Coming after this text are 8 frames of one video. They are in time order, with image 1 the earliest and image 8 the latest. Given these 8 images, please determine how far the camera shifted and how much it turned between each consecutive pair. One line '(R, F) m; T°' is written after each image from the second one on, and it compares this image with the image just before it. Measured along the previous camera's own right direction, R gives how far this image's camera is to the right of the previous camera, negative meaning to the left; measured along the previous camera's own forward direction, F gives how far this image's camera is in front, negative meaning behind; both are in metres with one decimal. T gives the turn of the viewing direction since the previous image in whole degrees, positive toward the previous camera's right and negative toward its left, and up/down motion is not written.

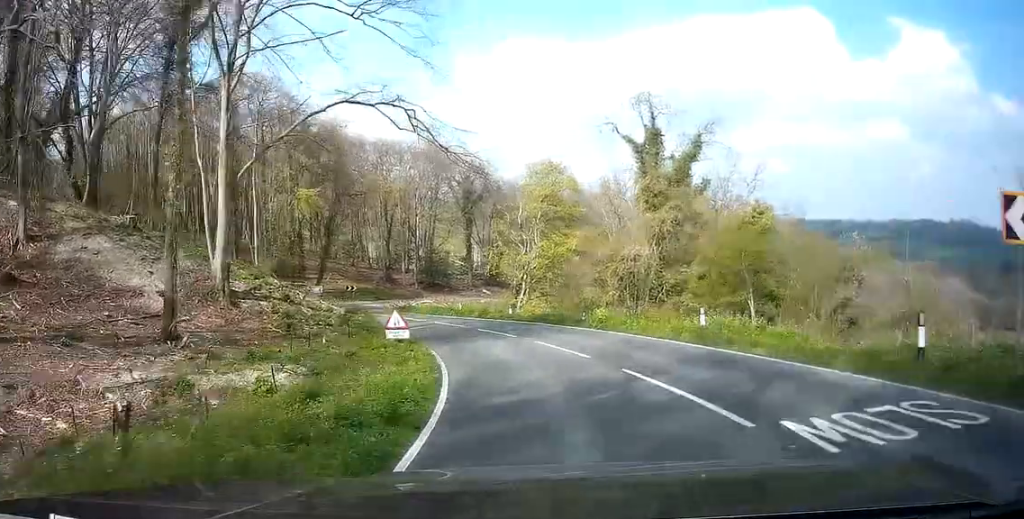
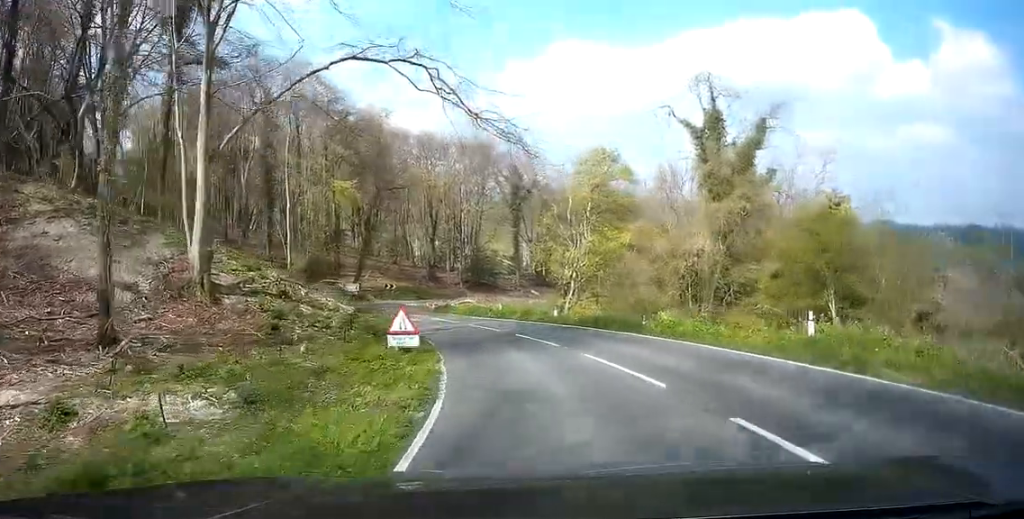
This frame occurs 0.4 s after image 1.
(0.0, +6.0) m; -5°
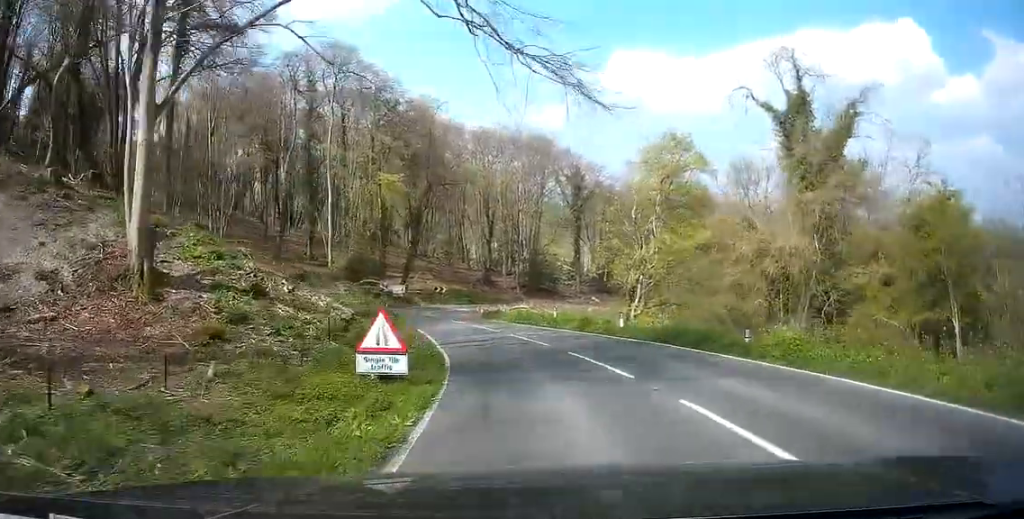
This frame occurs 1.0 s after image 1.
(-0.2, +7.2) m; -6°
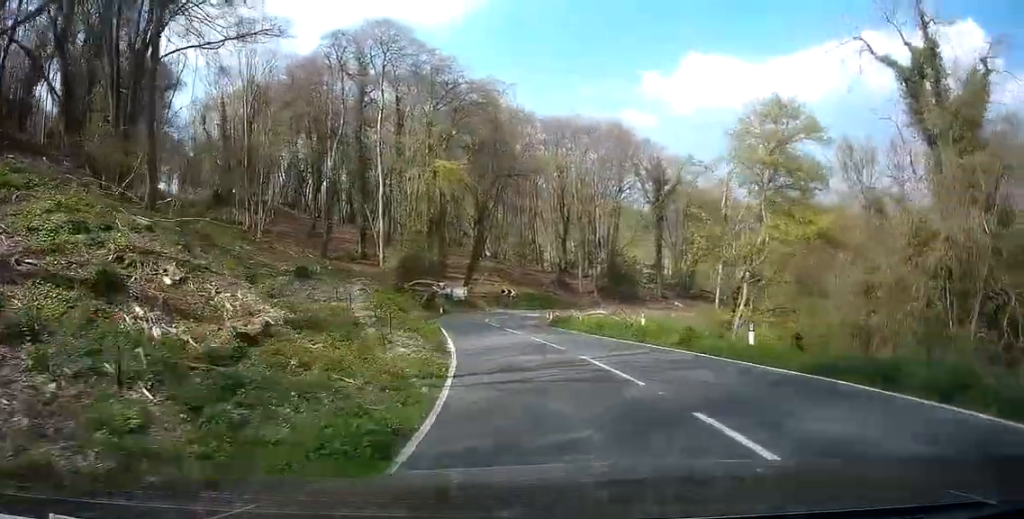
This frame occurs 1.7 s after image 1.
(-1.1, +10.5) m; -8°
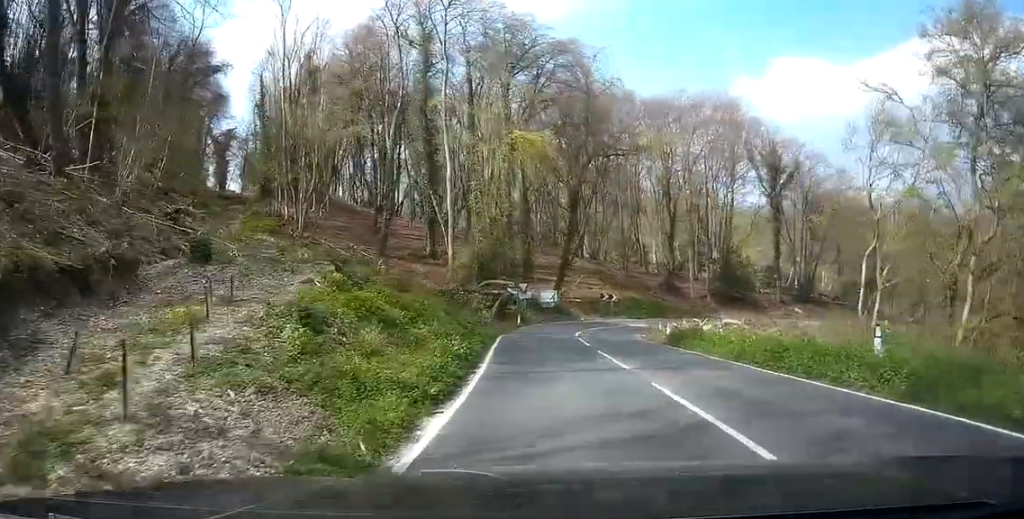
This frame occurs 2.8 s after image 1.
(-0.9, +15.8) m; -12°
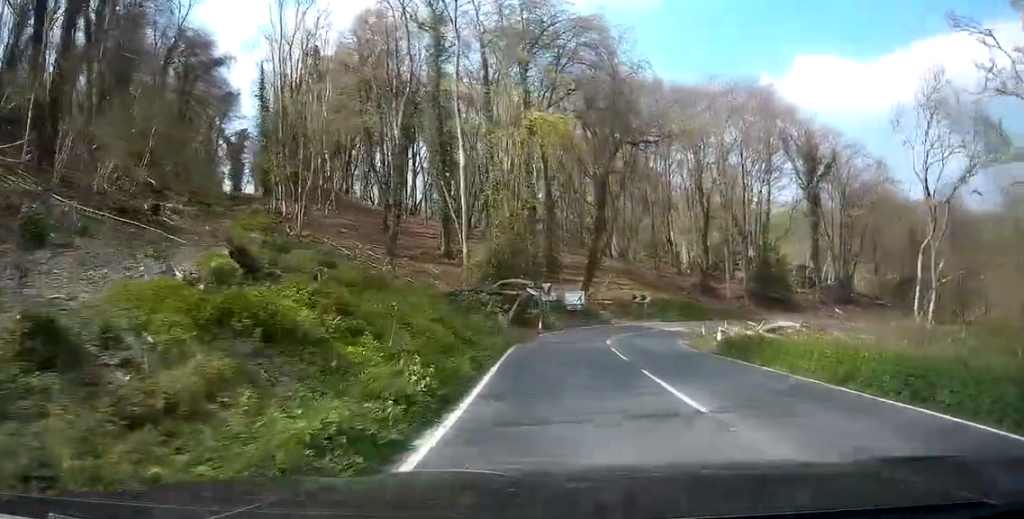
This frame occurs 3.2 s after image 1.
(-1.0, +7.0) m; -5°
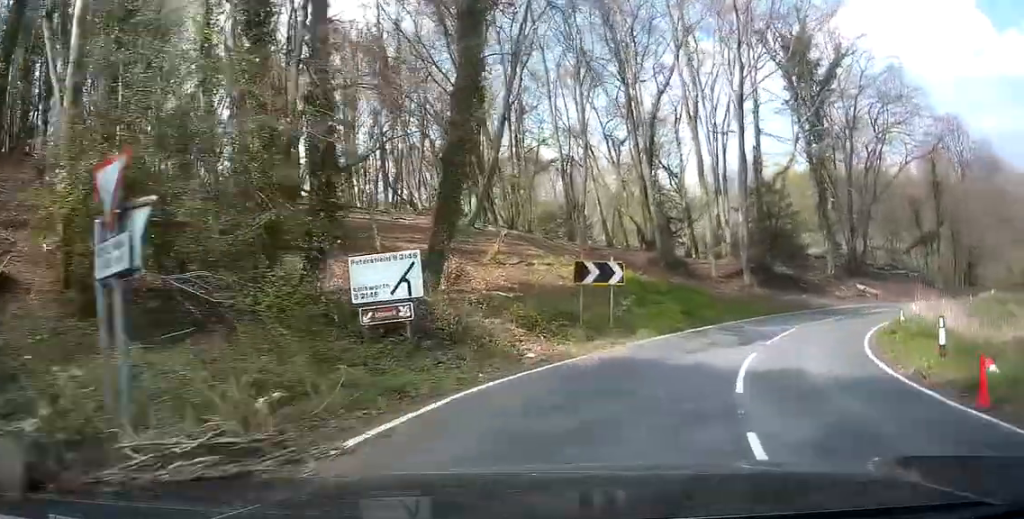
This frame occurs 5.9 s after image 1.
(-4.6, +48.4) m; -2°
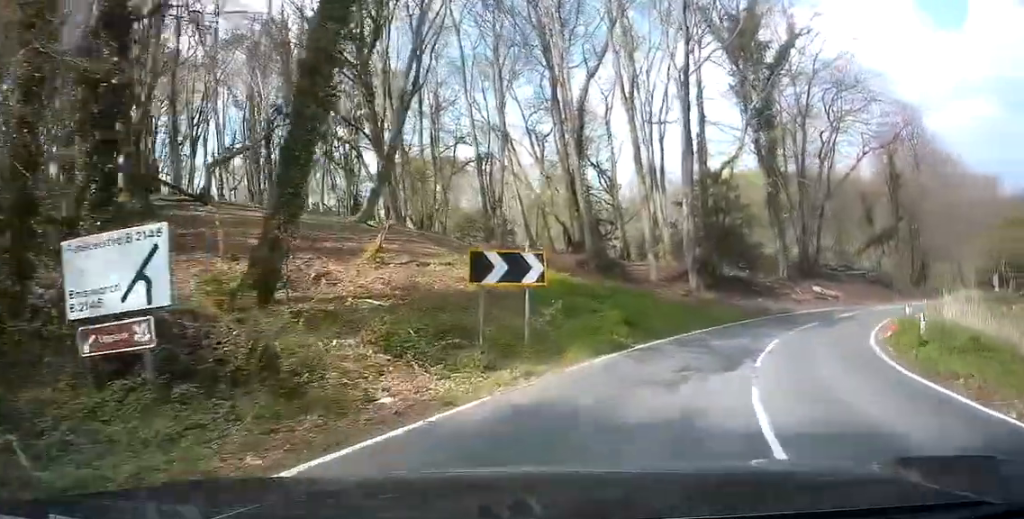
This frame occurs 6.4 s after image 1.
(+0.3, +9.0) m; -1°
